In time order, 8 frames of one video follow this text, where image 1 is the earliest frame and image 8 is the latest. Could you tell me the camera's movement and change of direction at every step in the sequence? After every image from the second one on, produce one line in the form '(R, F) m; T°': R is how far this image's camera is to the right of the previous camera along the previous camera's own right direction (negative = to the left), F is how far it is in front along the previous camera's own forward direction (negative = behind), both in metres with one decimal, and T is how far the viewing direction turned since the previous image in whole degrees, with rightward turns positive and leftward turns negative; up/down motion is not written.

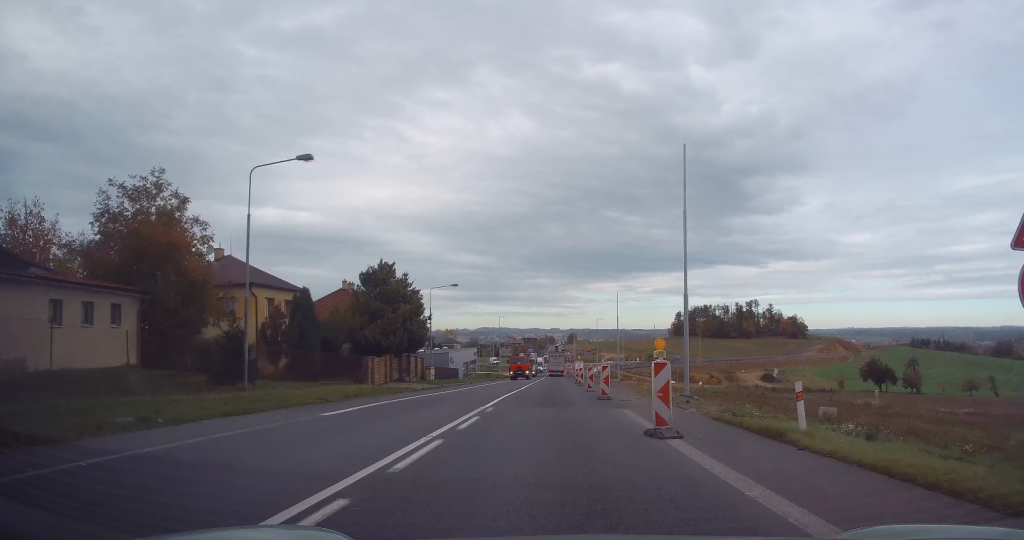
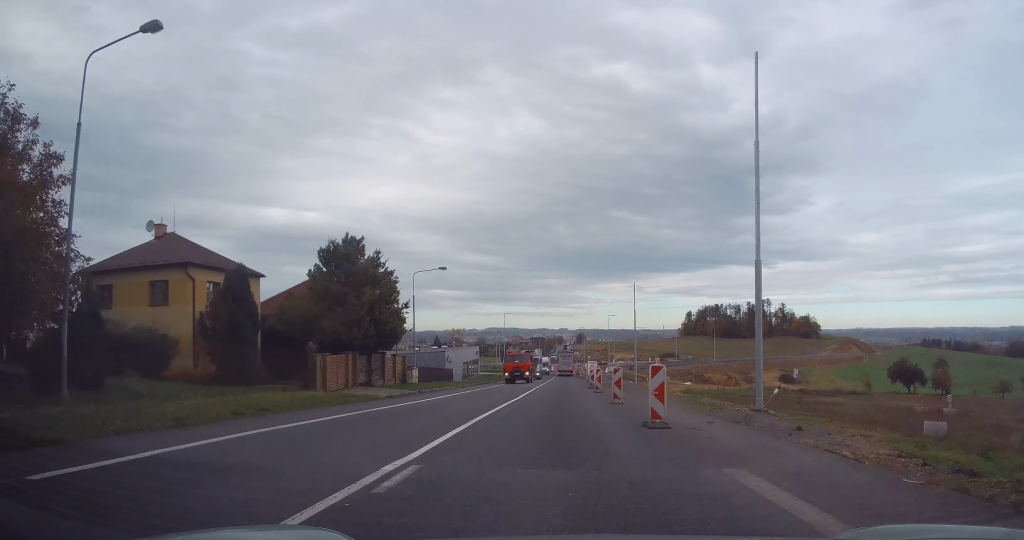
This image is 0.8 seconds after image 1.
(0.0, +10.0) m; +1°
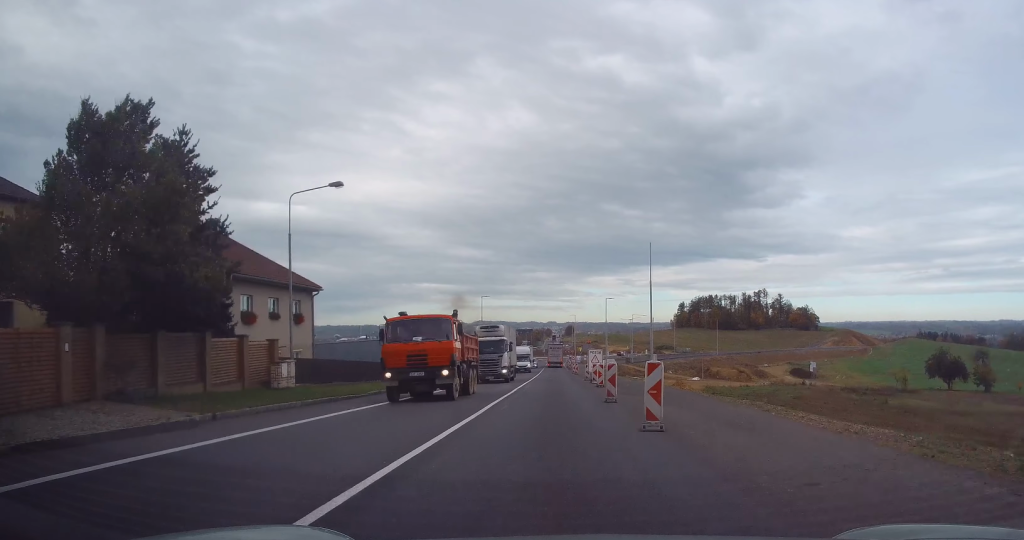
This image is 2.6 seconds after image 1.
(+0.2, +20.8) m; 0°
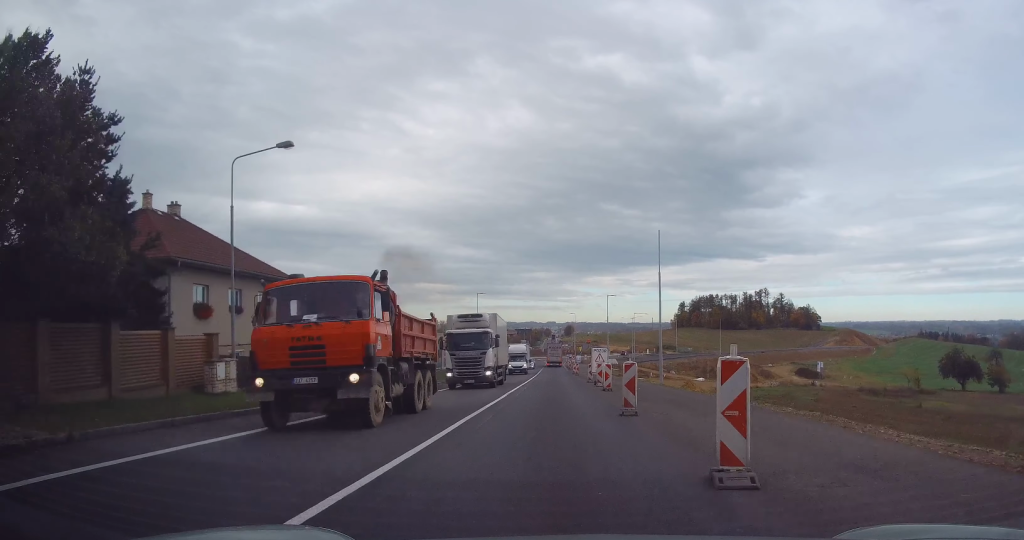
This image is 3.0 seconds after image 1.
(-0.1, +5.2) m; 0°
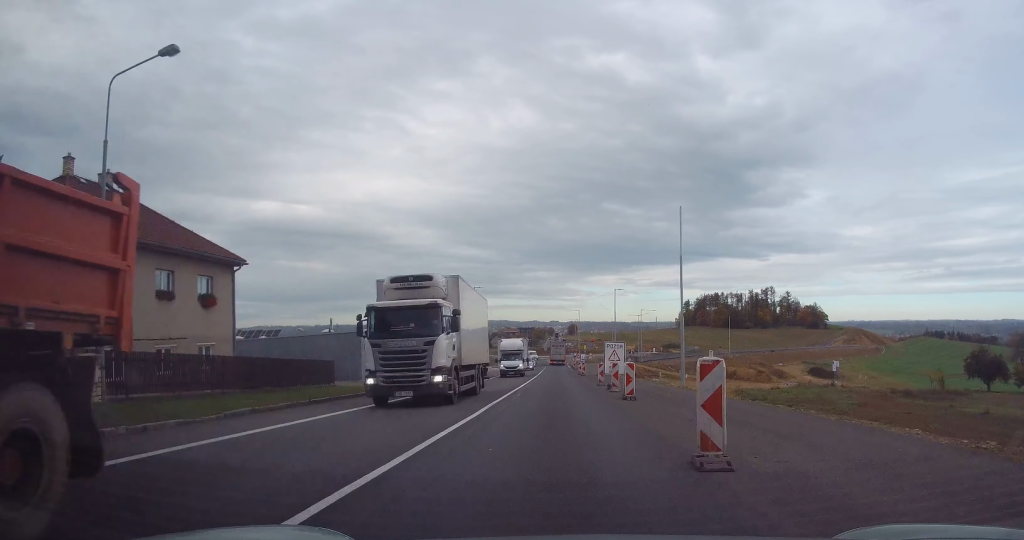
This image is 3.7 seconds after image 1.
(+0.2, +7.4) m; 0°
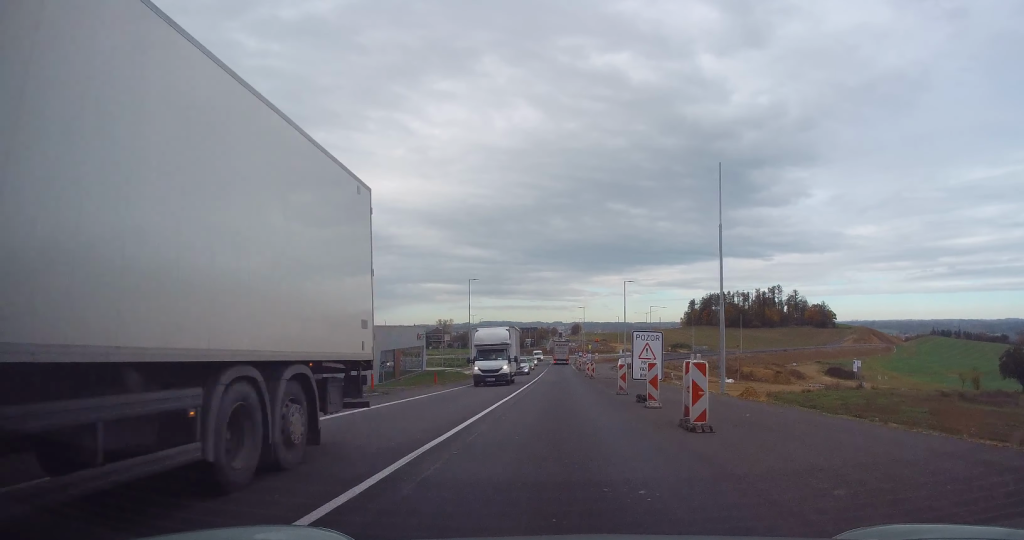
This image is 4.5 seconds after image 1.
(-0.1, +9.7) m; 0°
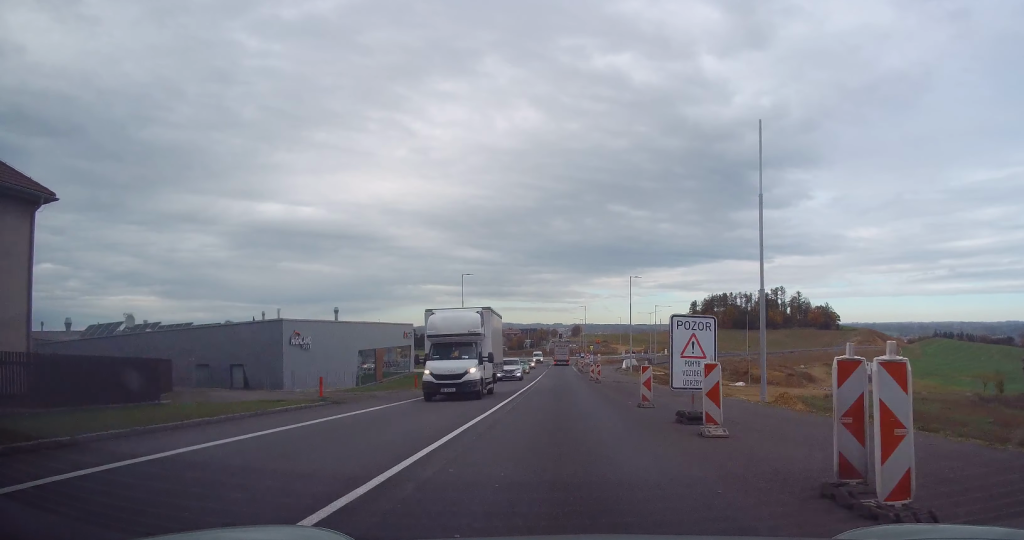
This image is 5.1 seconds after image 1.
(-0.1, +6.4) m; 0°
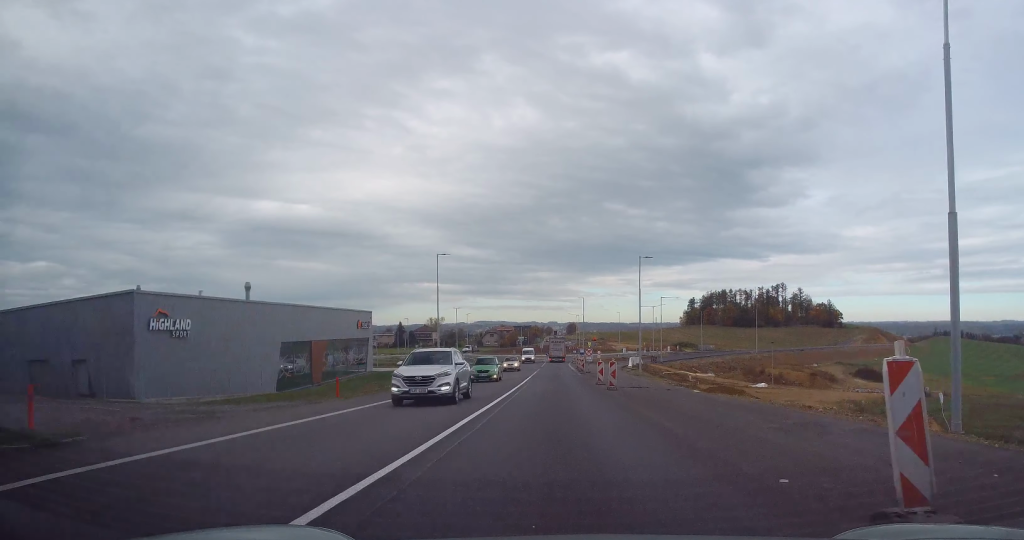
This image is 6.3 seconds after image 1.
(+0.2, +13.8) m; 0°
